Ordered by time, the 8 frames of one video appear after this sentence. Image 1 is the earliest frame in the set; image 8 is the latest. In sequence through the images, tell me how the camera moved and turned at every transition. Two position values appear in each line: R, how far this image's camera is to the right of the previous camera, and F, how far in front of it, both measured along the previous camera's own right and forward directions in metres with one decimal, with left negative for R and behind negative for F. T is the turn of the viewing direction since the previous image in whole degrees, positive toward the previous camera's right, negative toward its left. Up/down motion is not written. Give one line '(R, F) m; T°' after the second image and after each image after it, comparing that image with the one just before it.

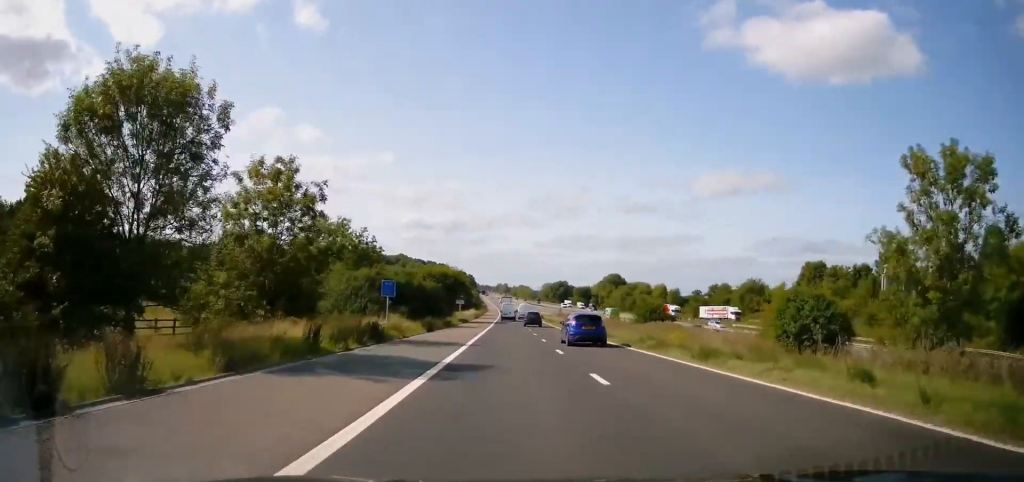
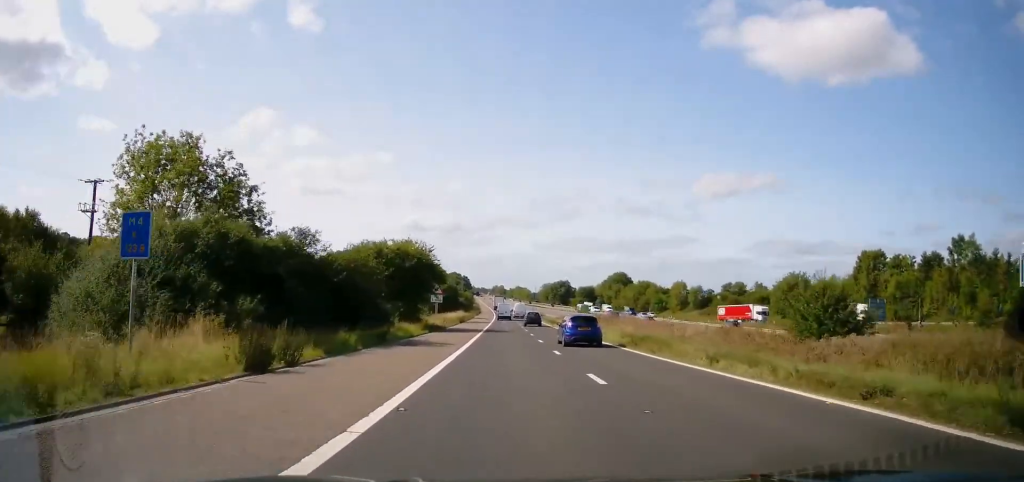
(-0.5, +23.8) m; 0°
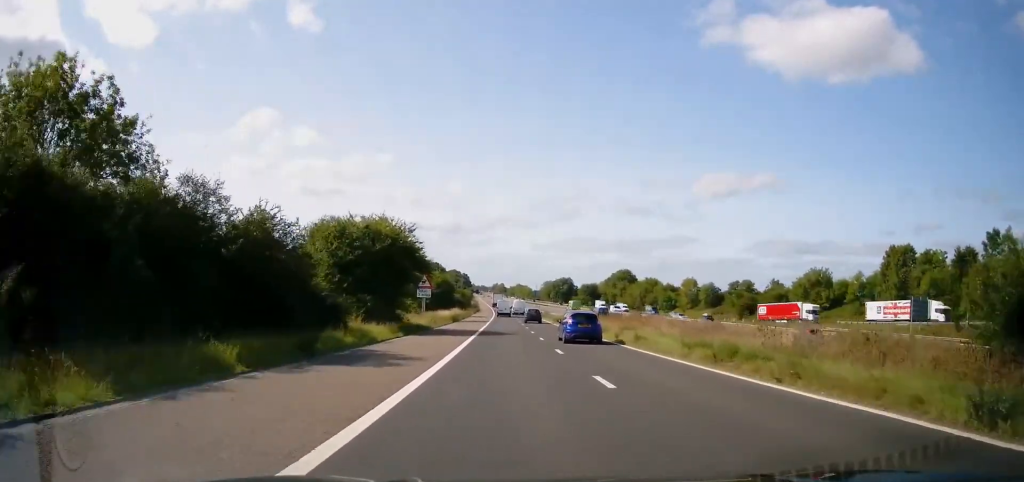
(-0.1, +9.5) m; 0°
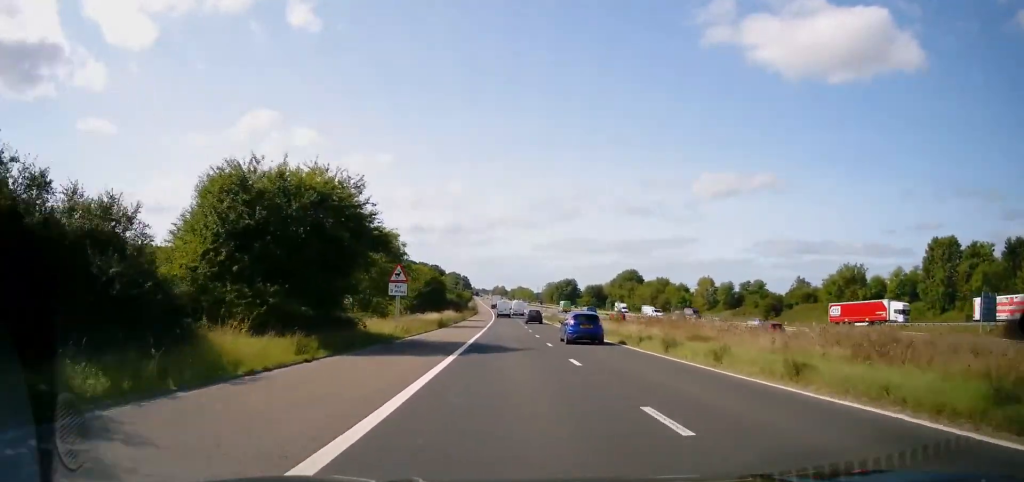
(+0.5, +12.7) m; +1°
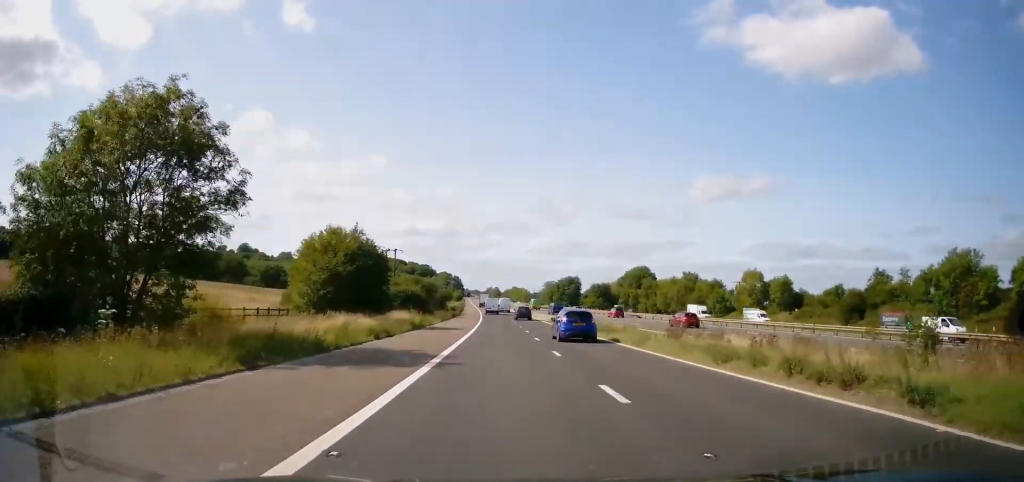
(-0.2, +33.0) m; 0°
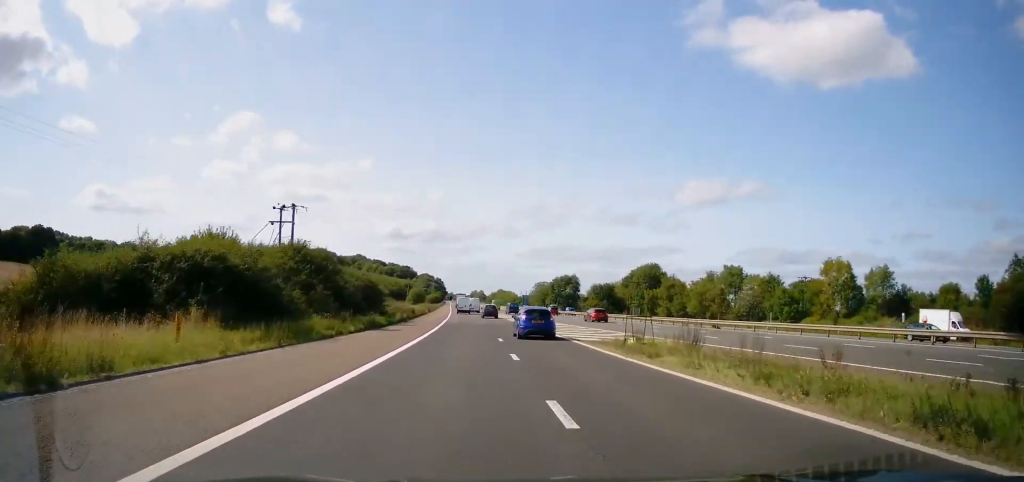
(+0.4, +38.2) m; +1°
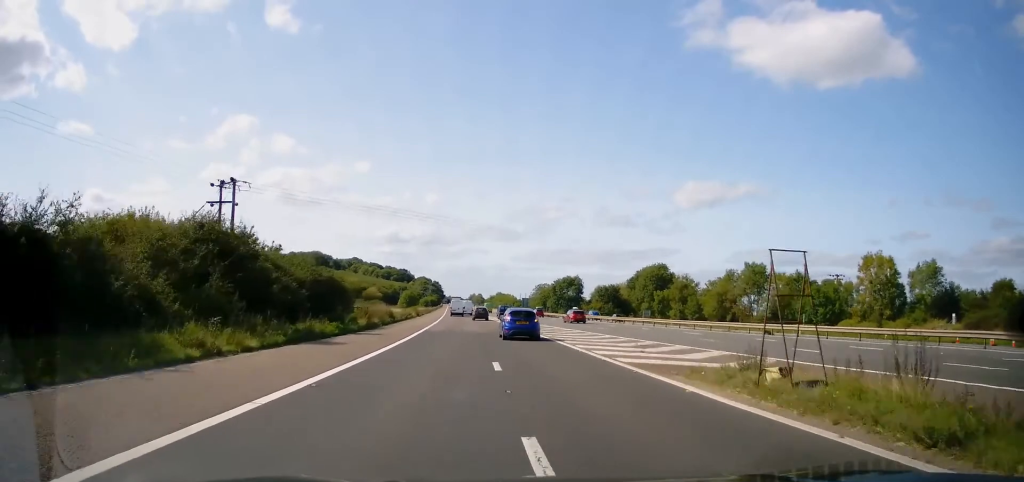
(0.0, +11.8) m; 0°
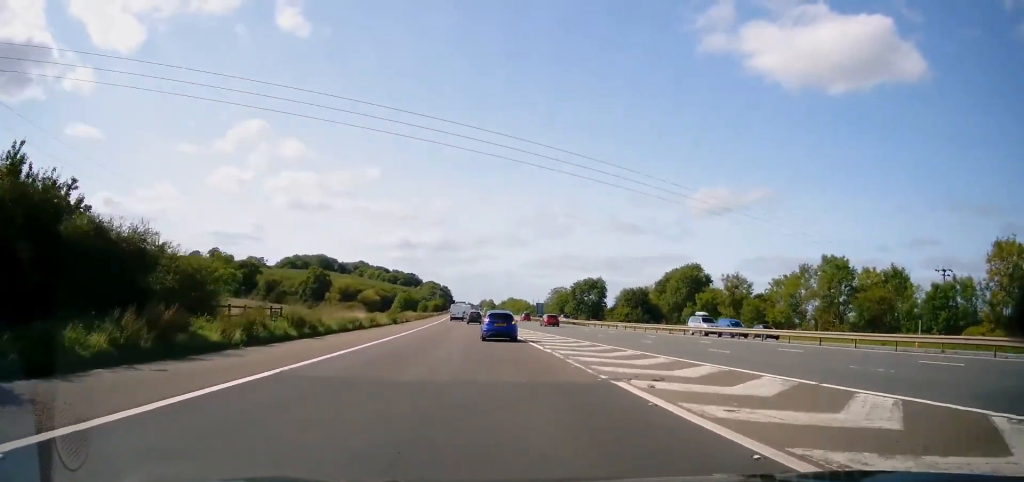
(+0.1, +24.6) m; 0°
